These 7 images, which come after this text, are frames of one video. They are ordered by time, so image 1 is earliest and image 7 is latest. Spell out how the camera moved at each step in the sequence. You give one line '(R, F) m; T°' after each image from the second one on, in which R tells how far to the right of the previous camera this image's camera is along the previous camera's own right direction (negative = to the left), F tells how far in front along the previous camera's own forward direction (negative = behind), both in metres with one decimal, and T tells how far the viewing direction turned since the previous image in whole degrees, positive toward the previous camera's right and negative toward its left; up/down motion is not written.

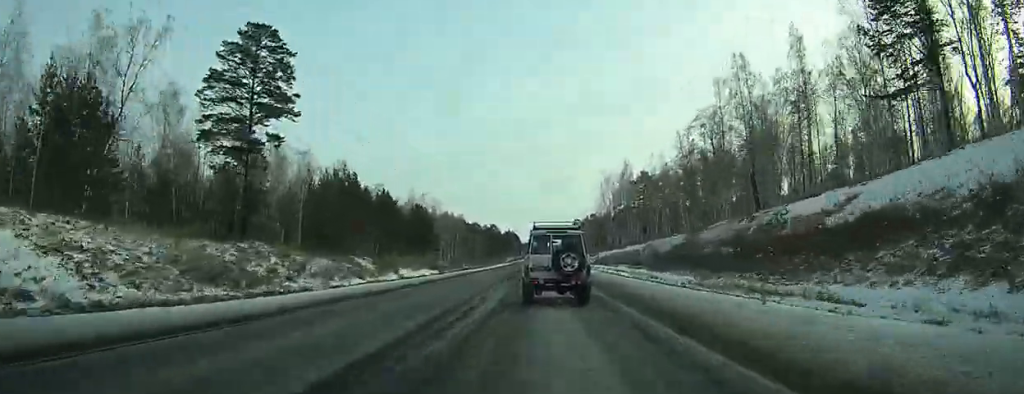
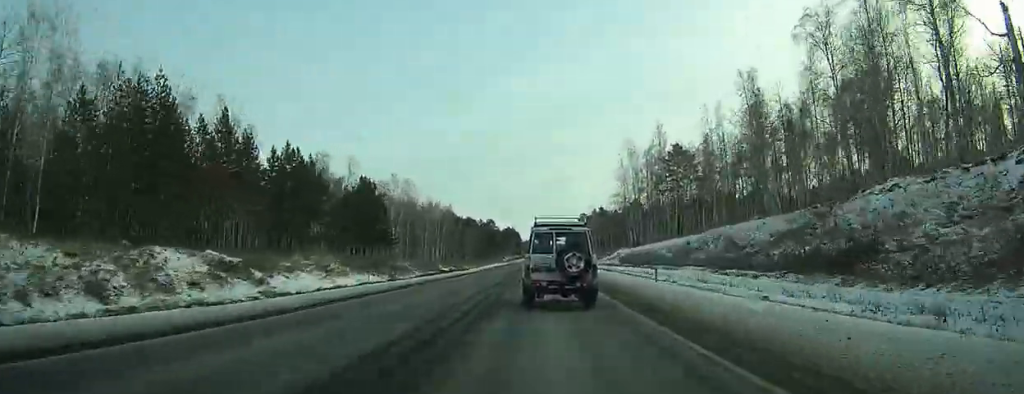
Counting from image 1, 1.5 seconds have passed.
(+0.5, +38.5) m; -1°
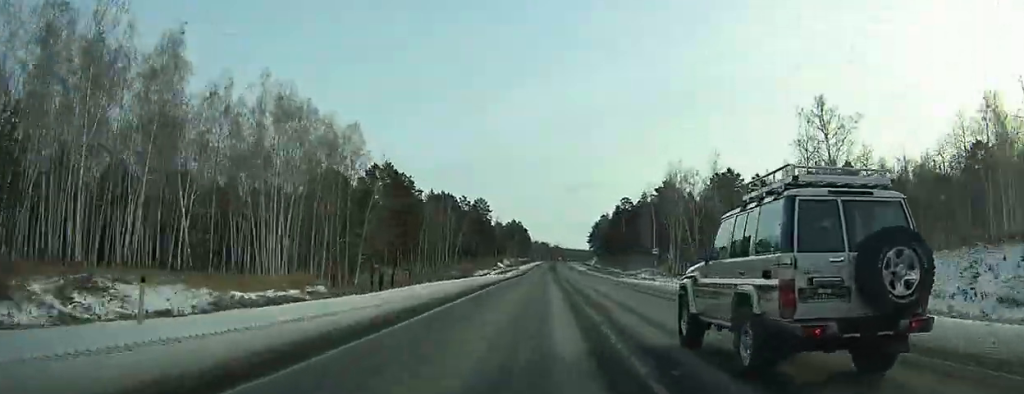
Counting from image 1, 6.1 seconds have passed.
(-3.5, +118.0) m; -1°
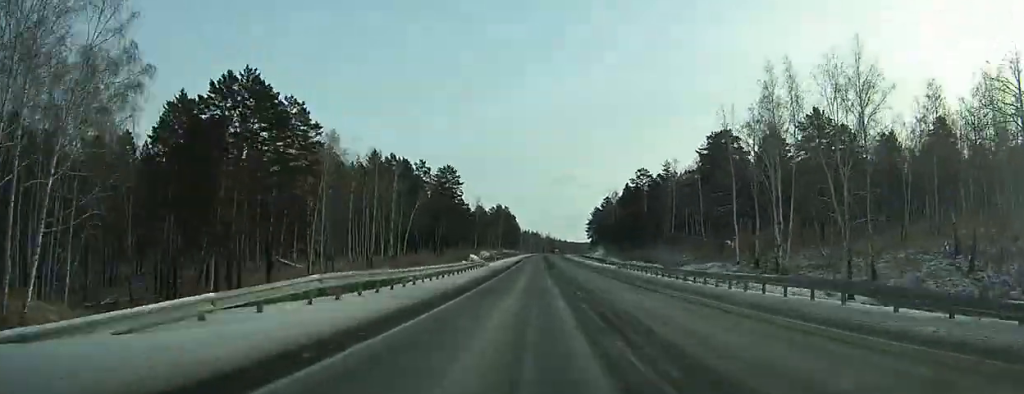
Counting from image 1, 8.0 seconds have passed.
(+0.7, +55.9) m; +1°
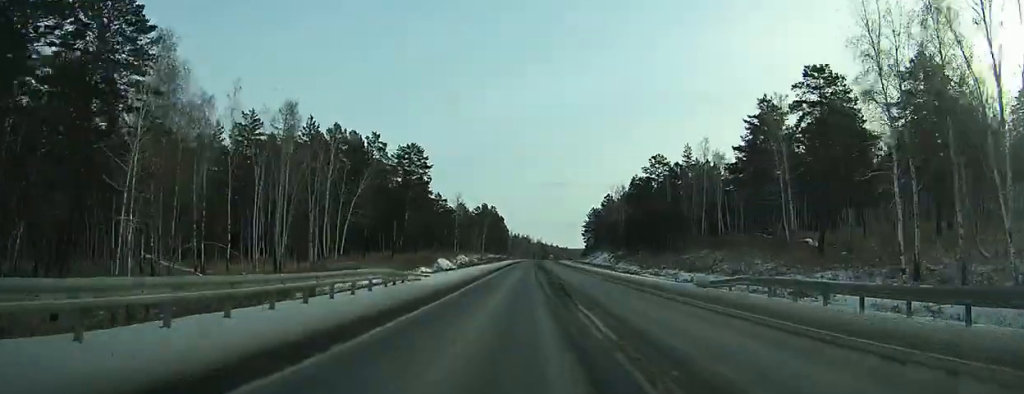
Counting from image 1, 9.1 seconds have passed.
(-0.3, +34.1) m; +2°
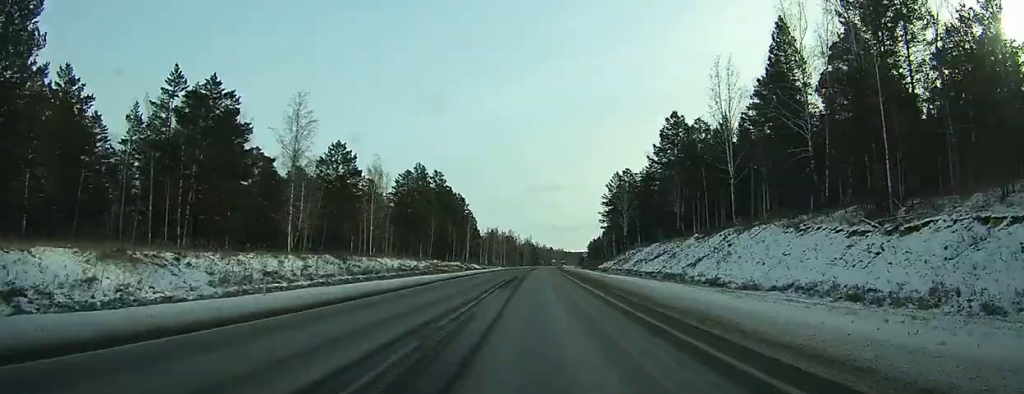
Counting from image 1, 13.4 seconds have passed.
(+9.3, +123.4) m; +2°
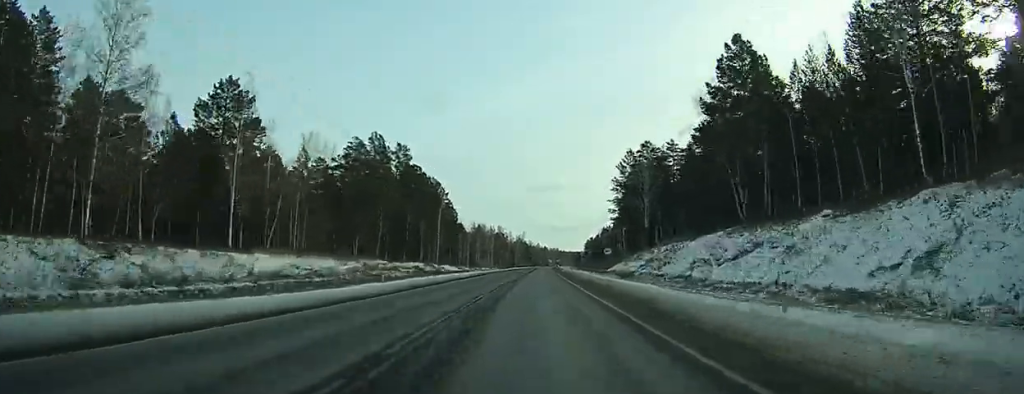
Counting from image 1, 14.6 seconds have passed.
(-1.6, +34.3) m; -3°
